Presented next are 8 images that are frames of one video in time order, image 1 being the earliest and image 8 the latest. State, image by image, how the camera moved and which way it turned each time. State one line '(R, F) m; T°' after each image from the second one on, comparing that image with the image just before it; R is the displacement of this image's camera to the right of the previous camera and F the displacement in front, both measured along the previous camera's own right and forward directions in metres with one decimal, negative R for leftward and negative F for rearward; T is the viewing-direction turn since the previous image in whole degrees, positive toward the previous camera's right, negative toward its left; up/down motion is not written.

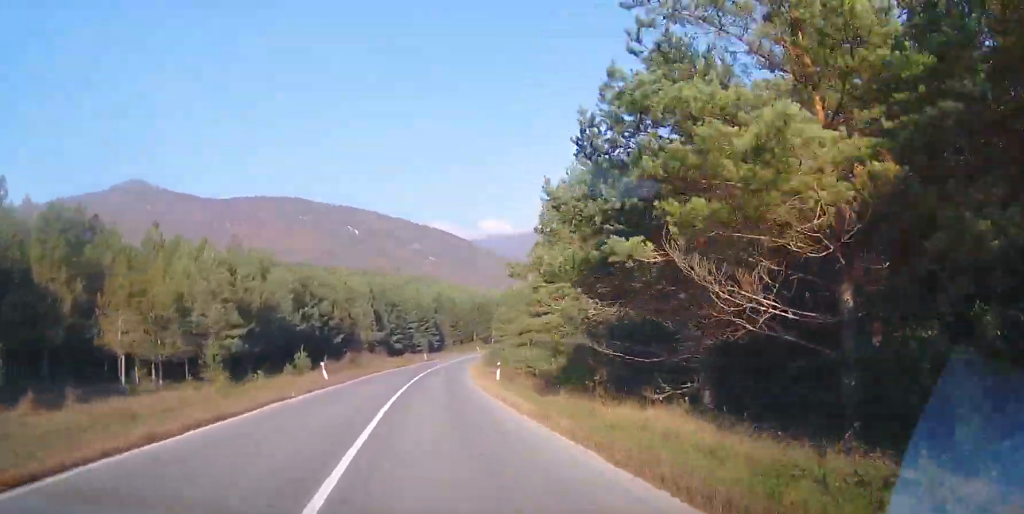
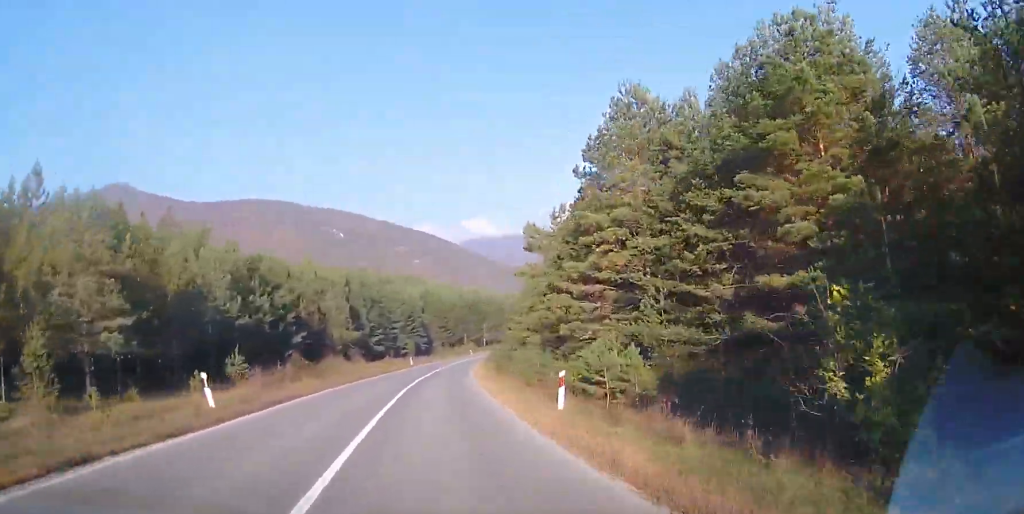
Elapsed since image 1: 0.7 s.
(+0.1, +14.8) m; +1°
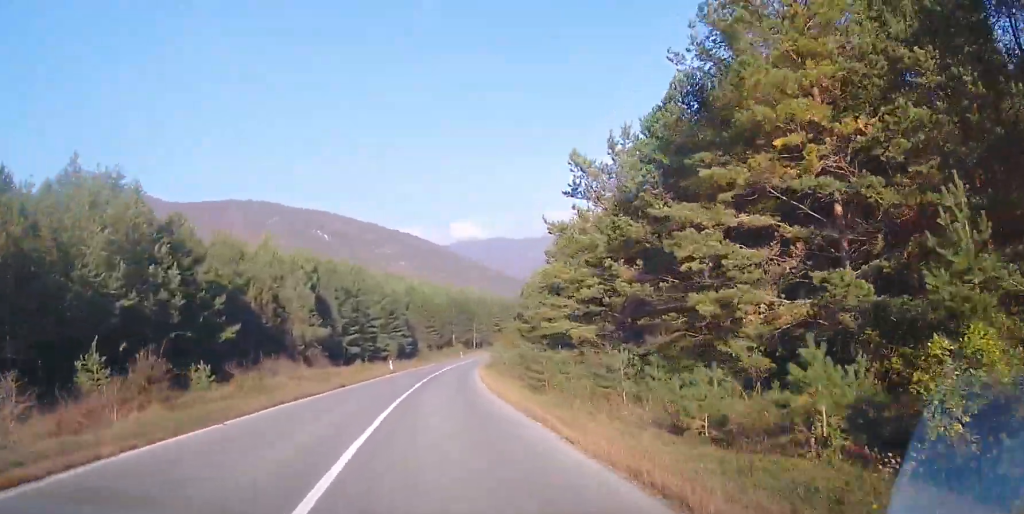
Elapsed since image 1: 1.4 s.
(+0.1, +15.1) m; 0°
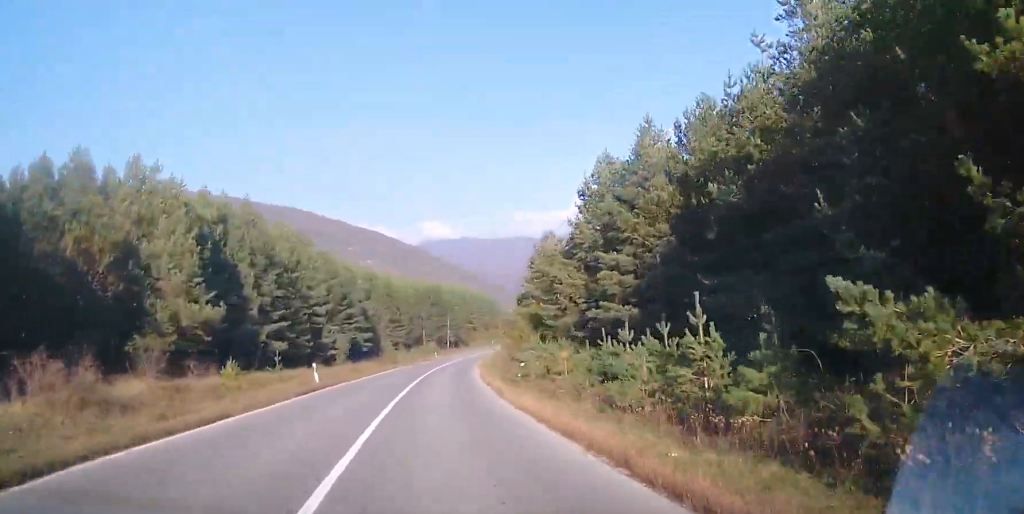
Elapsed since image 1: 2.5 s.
(+0.2, +24.7) m; +3°
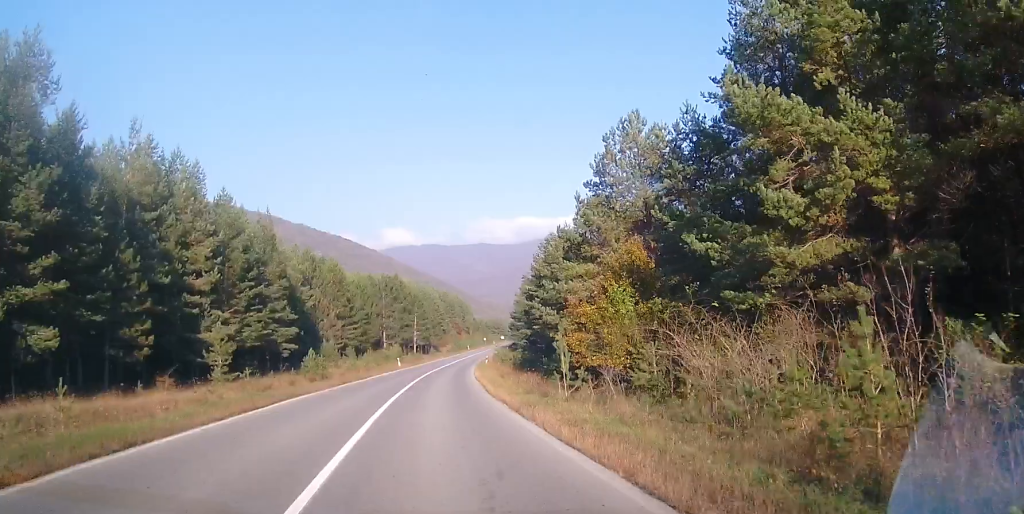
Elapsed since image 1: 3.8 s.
(+1.3, +28.1) m; +3°
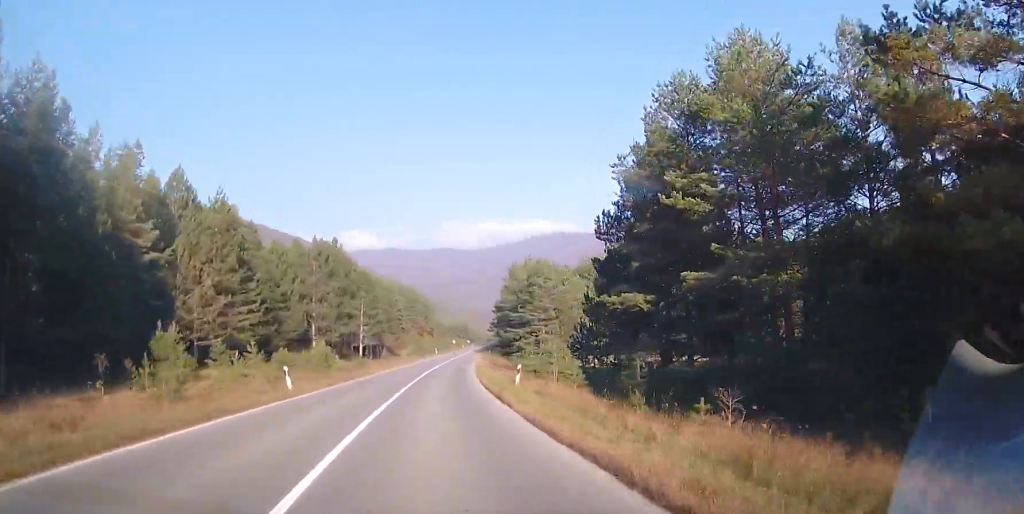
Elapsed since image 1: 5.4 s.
(+0.6, +36.2) m; +5°
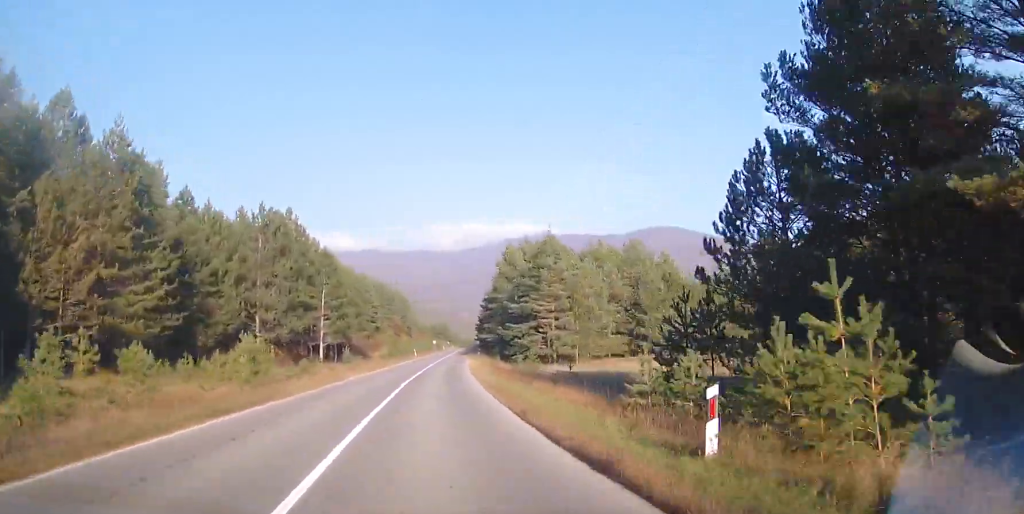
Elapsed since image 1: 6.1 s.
(+0.9, +15.9) m; +3°
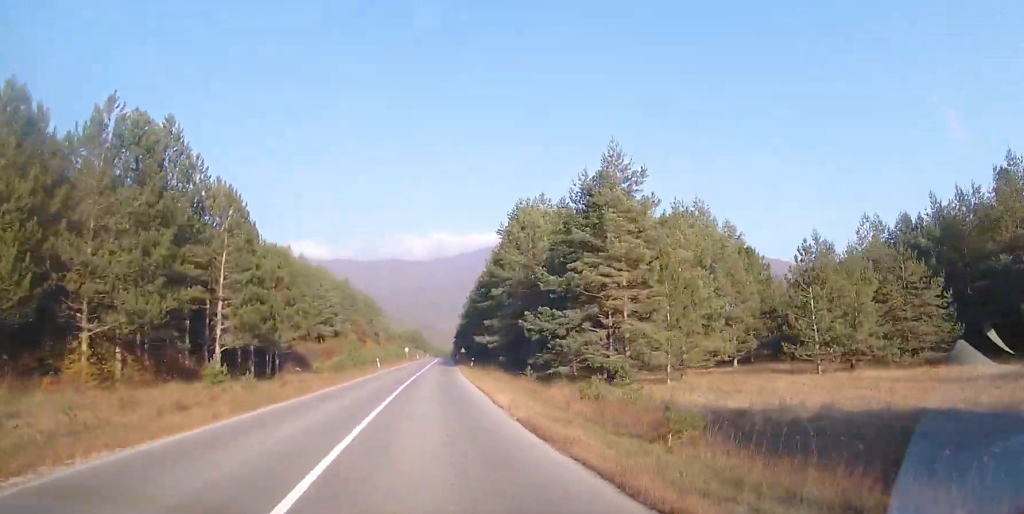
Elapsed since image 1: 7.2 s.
(+0.8, +25.7) m; +3°
